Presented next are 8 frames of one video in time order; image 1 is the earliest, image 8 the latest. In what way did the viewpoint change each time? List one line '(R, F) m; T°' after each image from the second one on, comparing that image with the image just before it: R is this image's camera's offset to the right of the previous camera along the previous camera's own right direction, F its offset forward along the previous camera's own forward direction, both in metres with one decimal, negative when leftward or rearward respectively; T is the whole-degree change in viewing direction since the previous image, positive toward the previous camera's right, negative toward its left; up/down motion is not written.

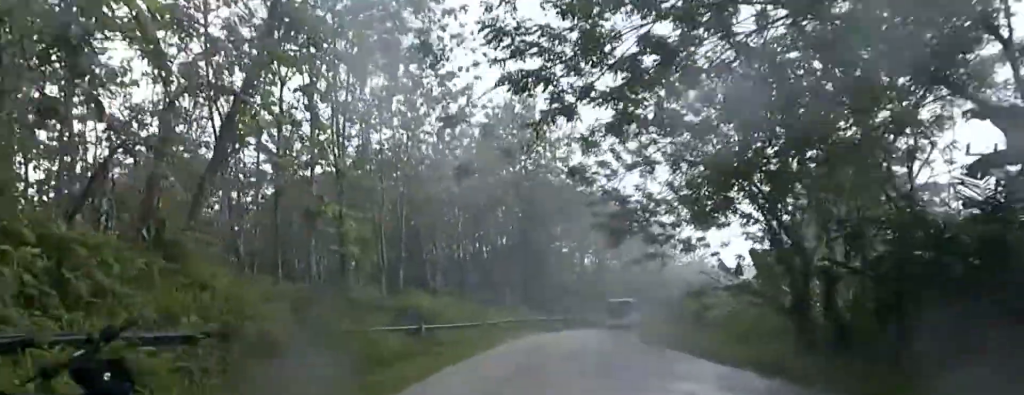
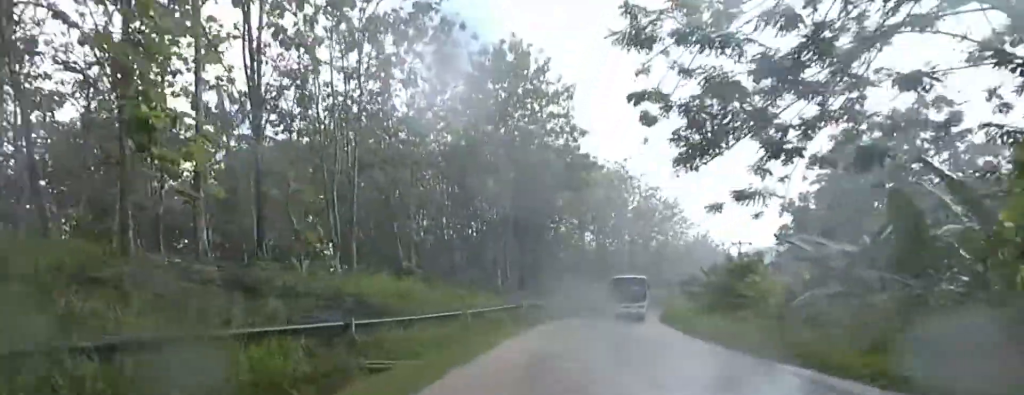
(0.0, +9.0) m; 0°
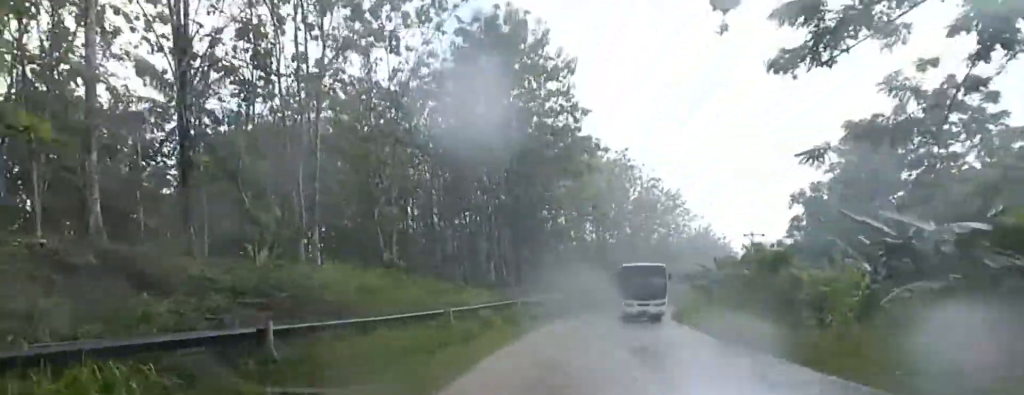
(0.0, +4.5) m; +2°
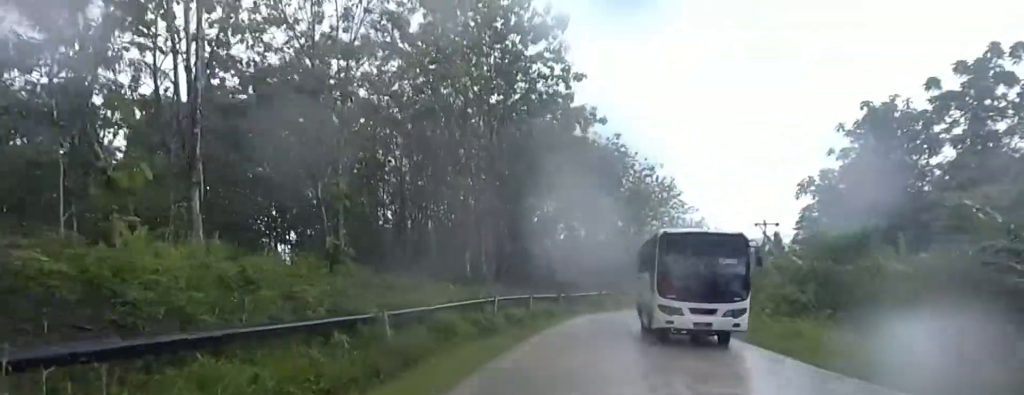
(-0.1, +7.3) m; +4°
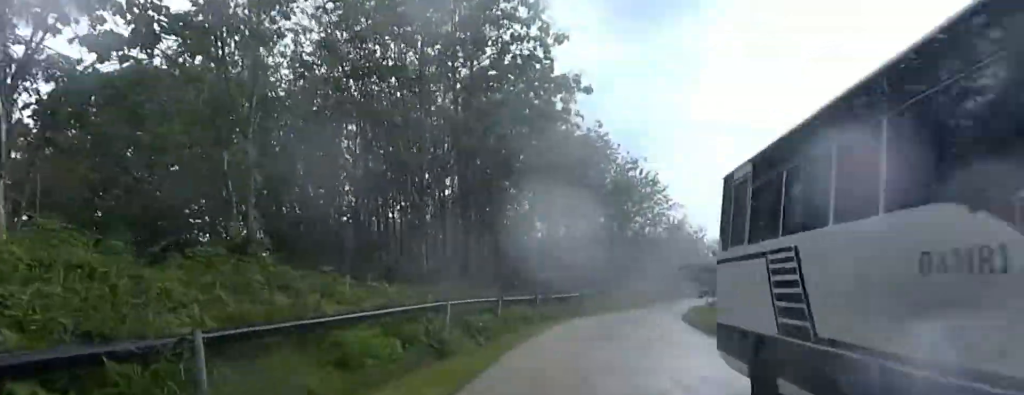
(+0.6, +6.6) m; +4°
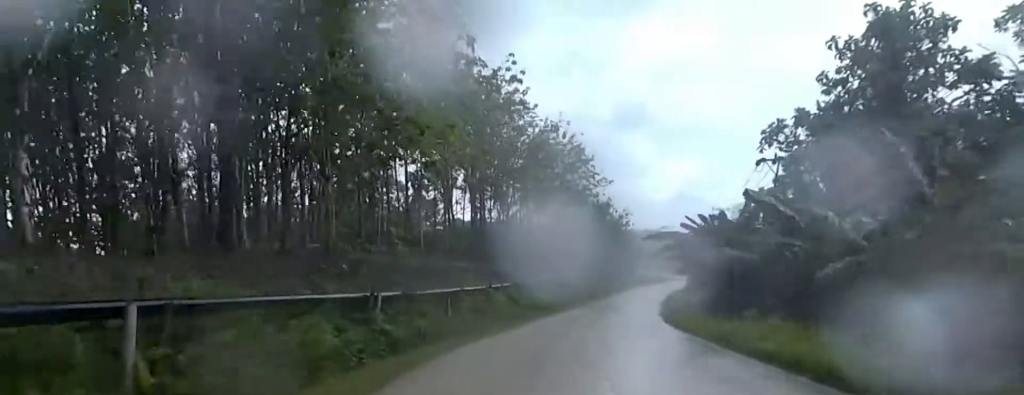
(+0.5, +18.7) m; +4°
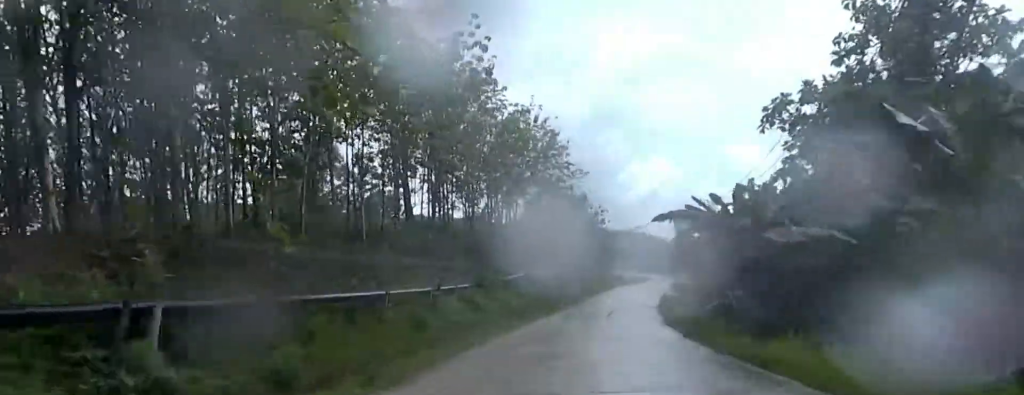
(+0.3, +7.9) m; +2°
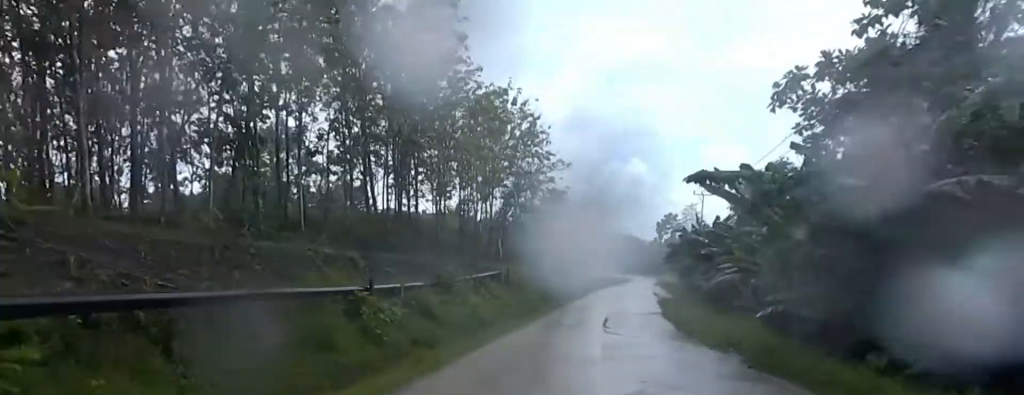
(+0.2, +6.8) m; +1°
